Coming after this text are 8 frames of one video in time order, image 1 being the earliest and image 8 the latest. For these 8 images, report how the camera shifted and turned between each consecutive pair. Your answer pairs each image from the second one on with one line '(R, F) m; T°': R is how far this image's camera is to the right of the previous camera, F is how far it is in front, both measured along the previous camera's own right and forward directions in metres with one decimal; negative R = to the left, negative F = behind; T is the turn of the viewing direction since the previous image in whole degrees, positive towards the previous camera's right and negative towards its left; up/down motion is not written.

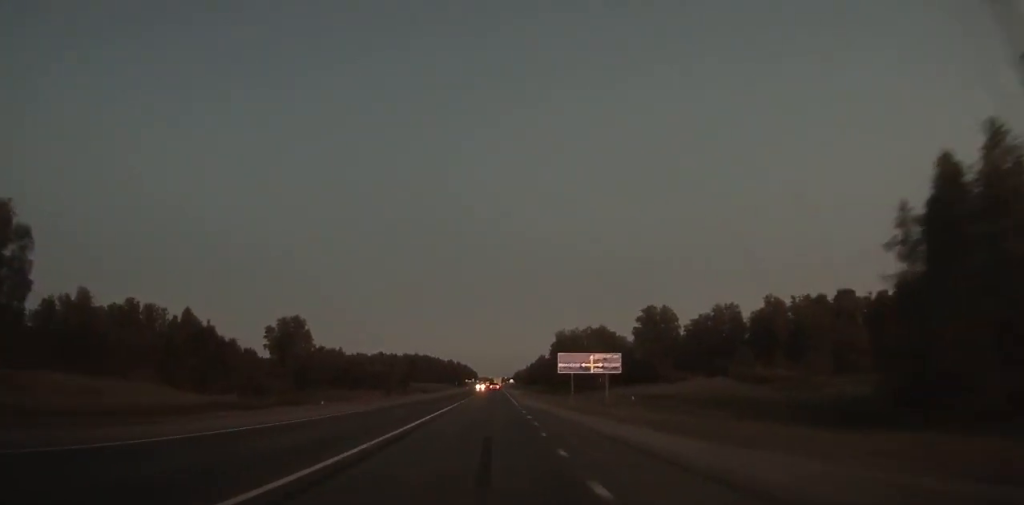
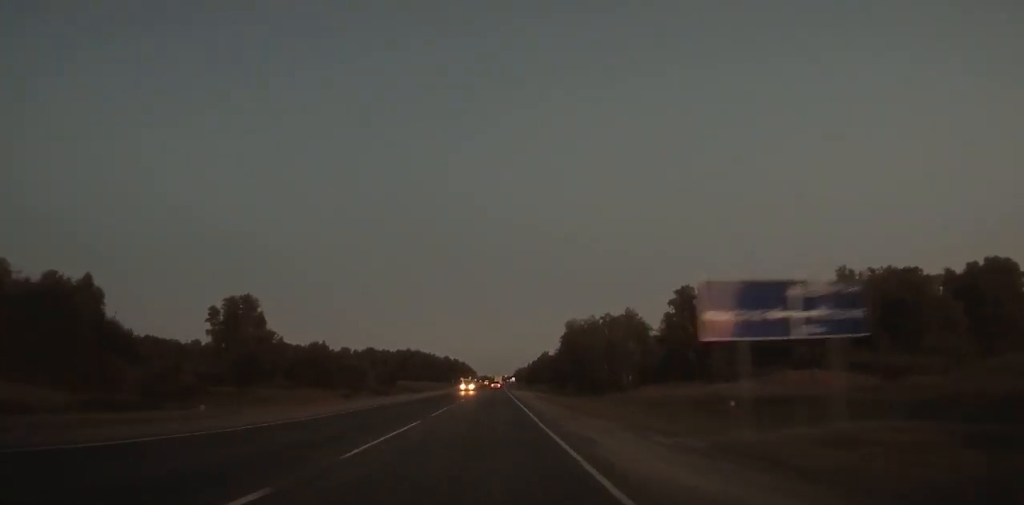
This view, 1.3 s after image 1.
(0.0, +28.9) m; 0°
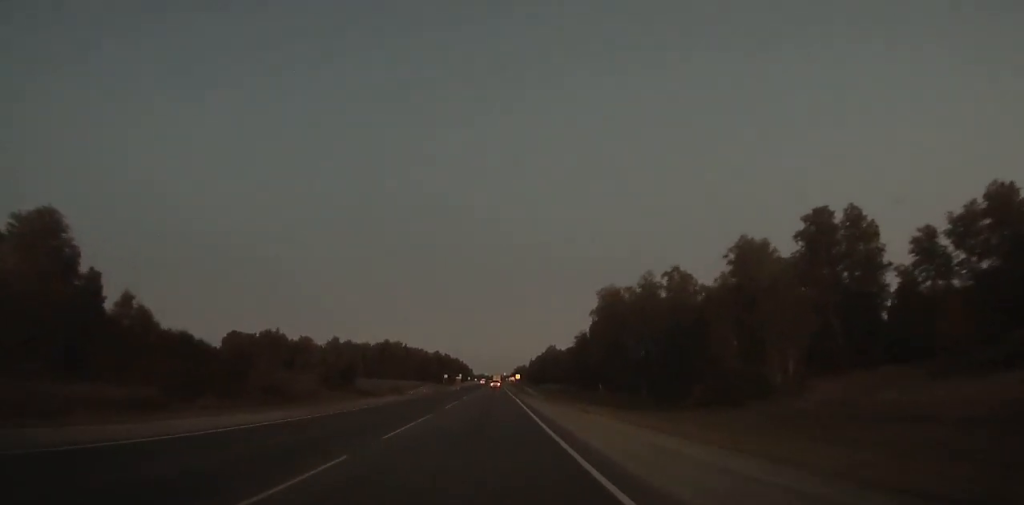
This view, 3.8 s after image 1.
(-0.2, +54.8) m; 0°
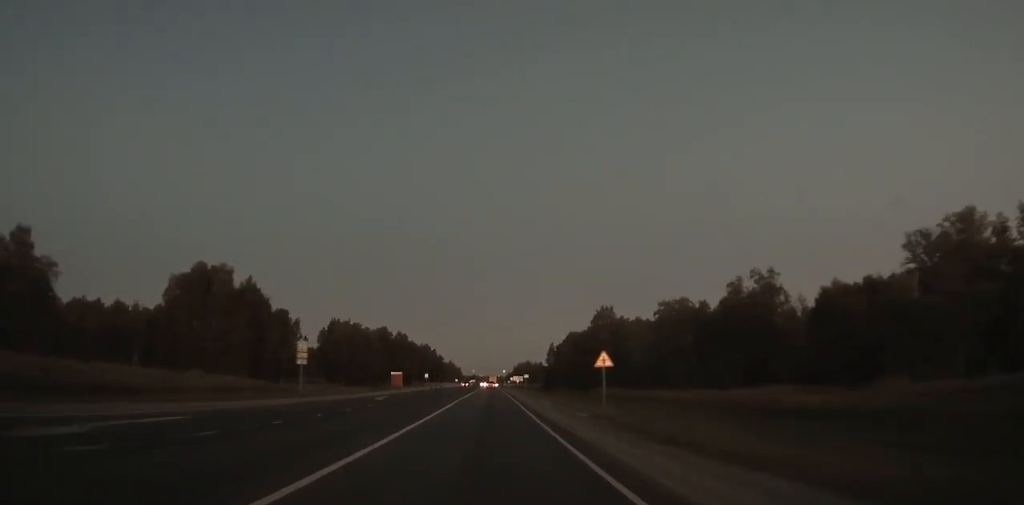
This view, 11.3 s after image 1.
(+1.1, +166.9) m; +1°
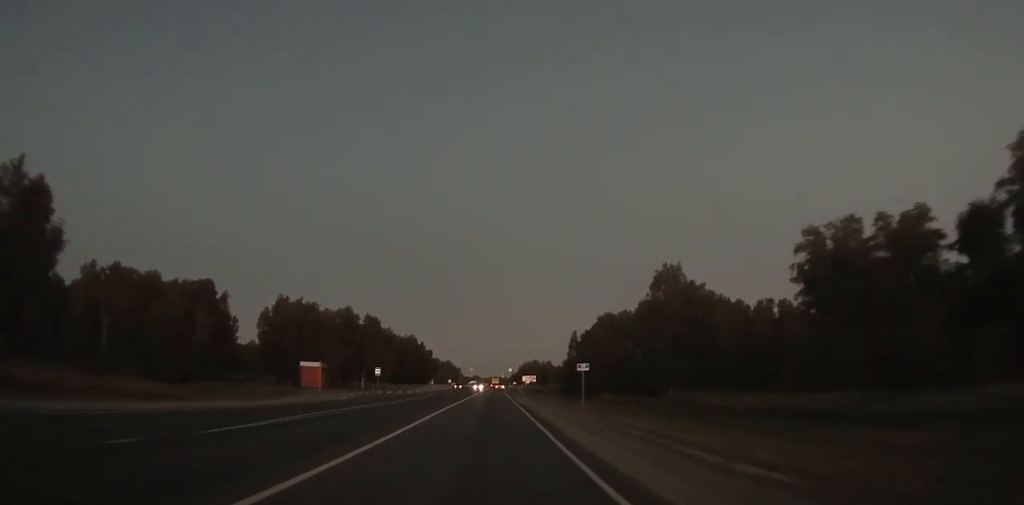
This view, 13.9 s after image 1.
(+0.1, +57.7) m; 0°
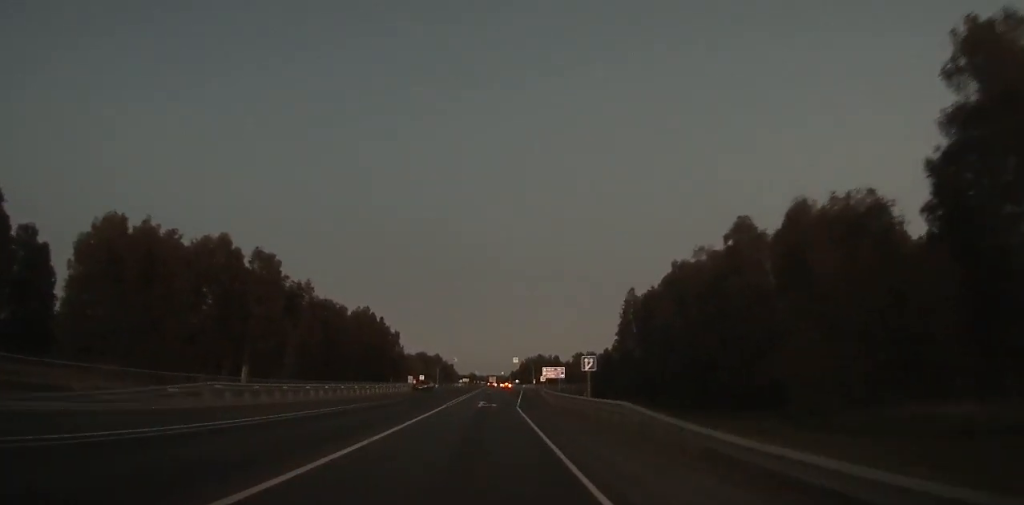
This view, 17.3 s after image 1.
(0.0, +73.8) m; 0°
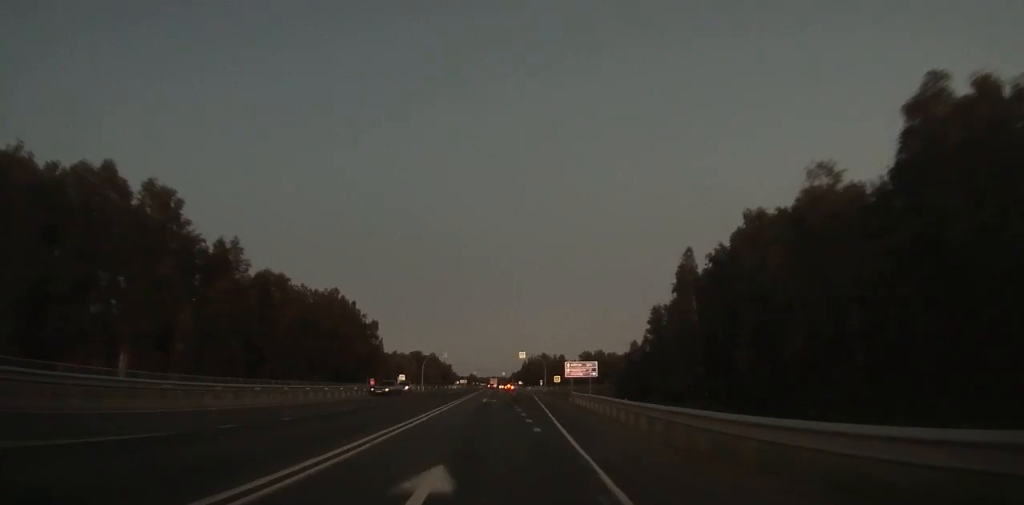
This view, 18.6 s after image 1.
(0.0, +27.9) m; 0°
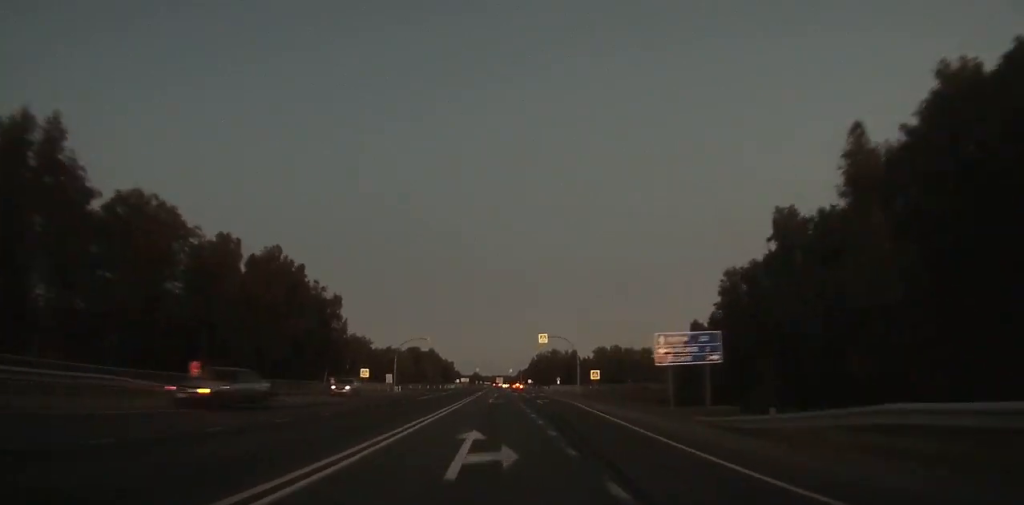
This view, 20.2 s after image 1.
(-0.1, +34.3) m; 0°
